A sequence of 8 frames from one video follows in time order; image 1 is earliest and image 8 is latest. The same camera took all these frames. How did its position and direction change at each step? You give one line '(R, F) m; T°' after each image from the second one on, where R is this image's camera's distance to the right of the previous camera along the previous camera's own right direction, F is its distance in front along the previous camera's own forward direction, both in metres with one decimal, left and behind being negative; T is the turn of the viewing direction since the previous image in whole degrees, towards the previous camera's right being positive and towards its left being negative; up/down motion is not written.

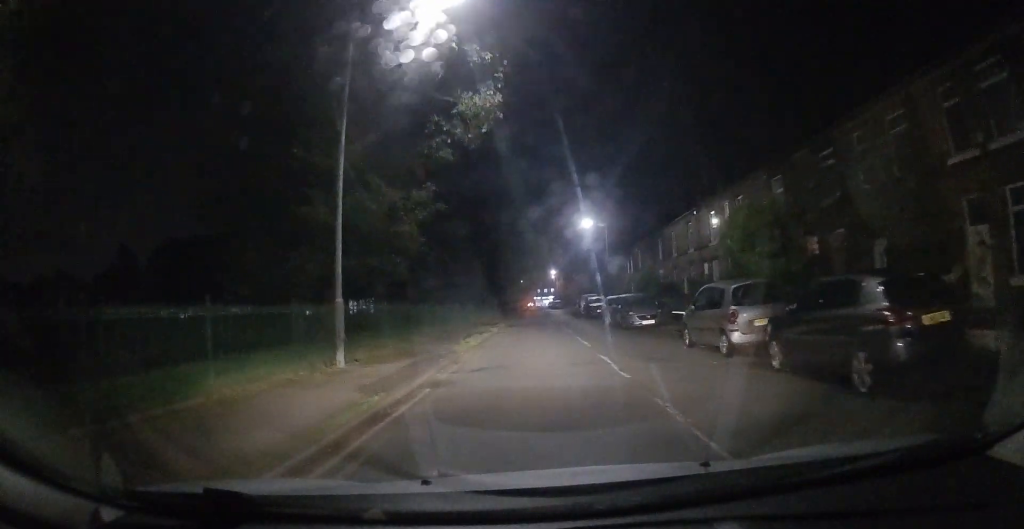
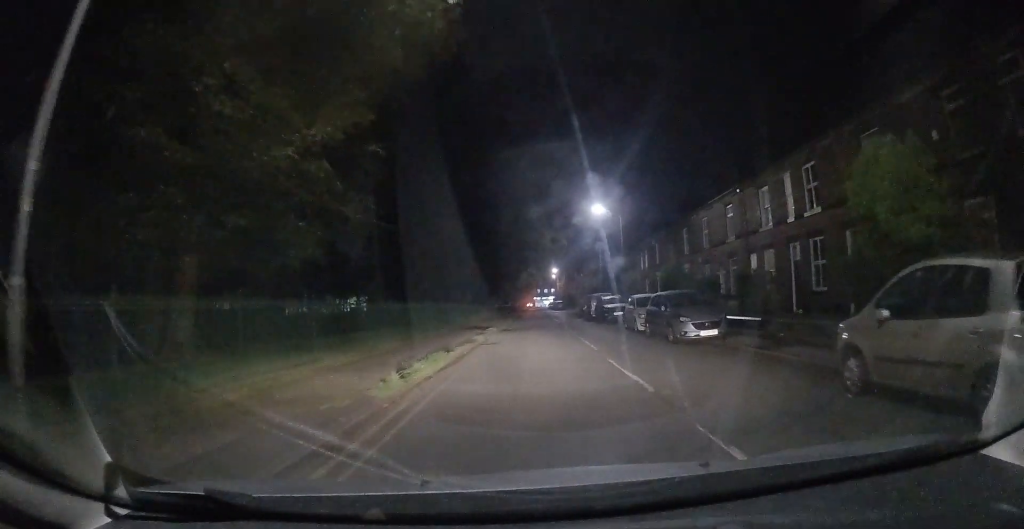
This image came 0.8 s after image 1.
(0.0, +7.3) m; -1°
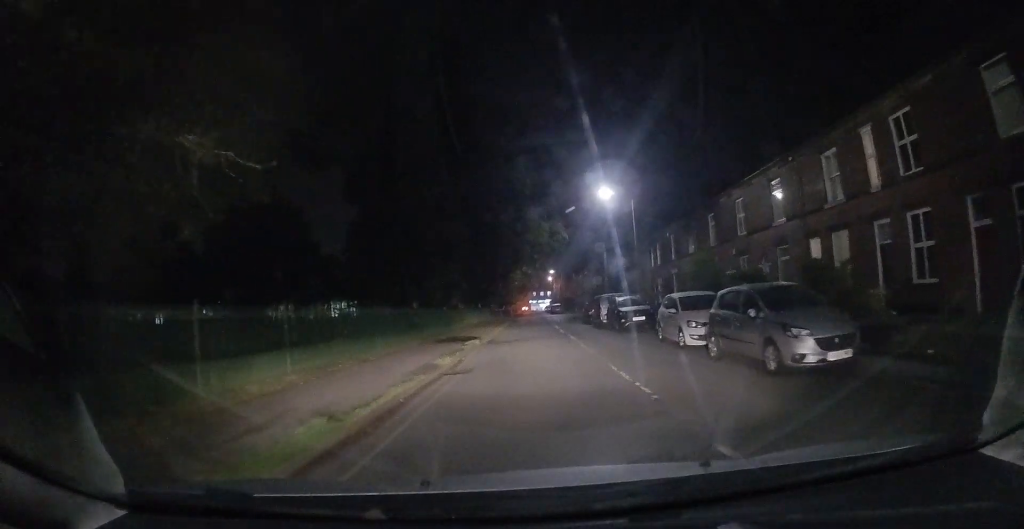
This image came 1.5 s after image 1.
(-0.2, +6.6) m; 0°
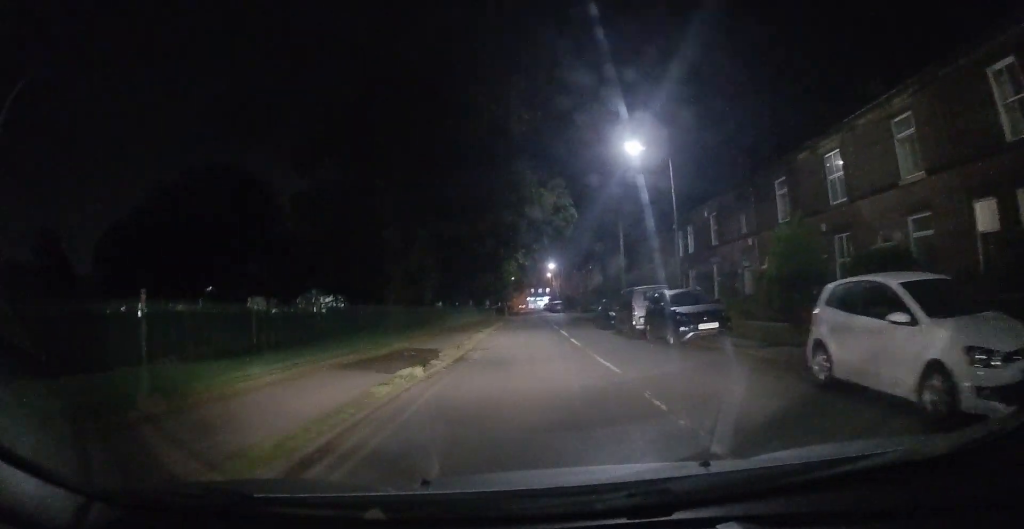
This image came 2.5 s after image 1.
(+0.1, +9.2) m; 0°
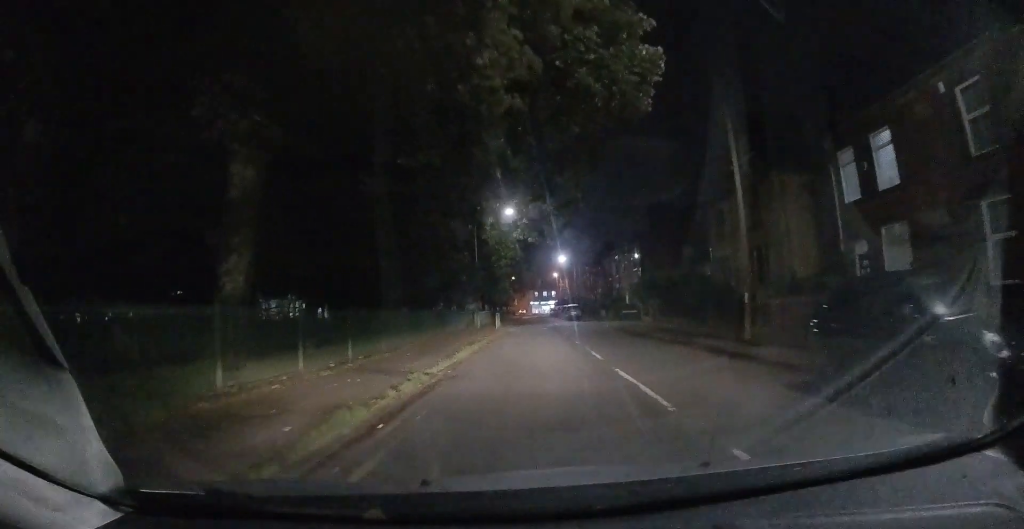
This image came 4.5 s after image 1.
(+0.1, +20.9) m; 0°
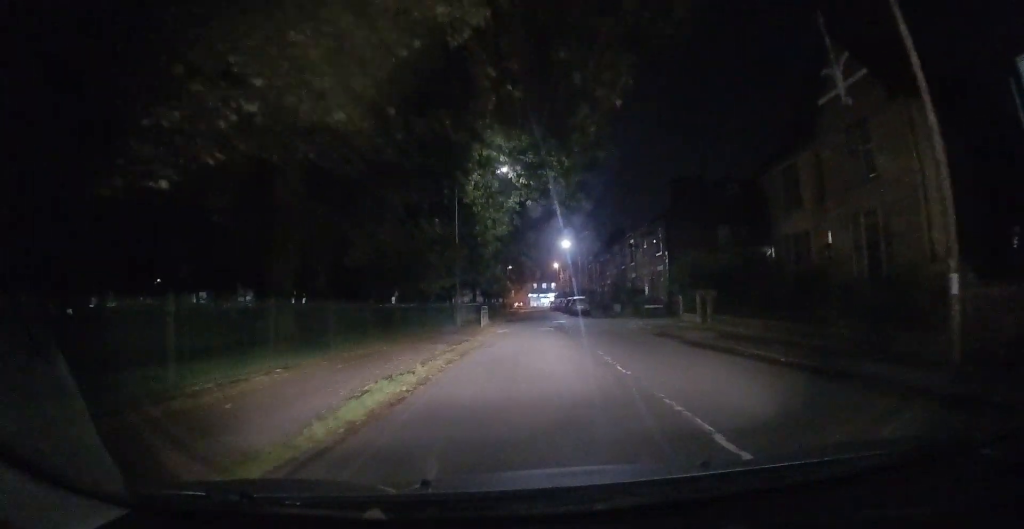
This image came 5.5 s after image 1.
(-0.2, +9.6) m; -1°
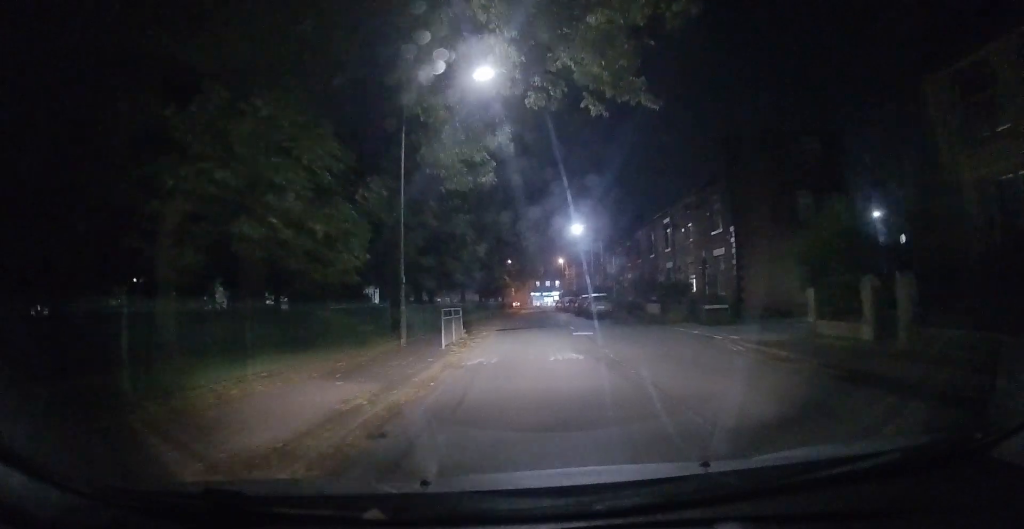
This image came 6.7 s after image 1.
(-0.1, +13.0) m; +1°
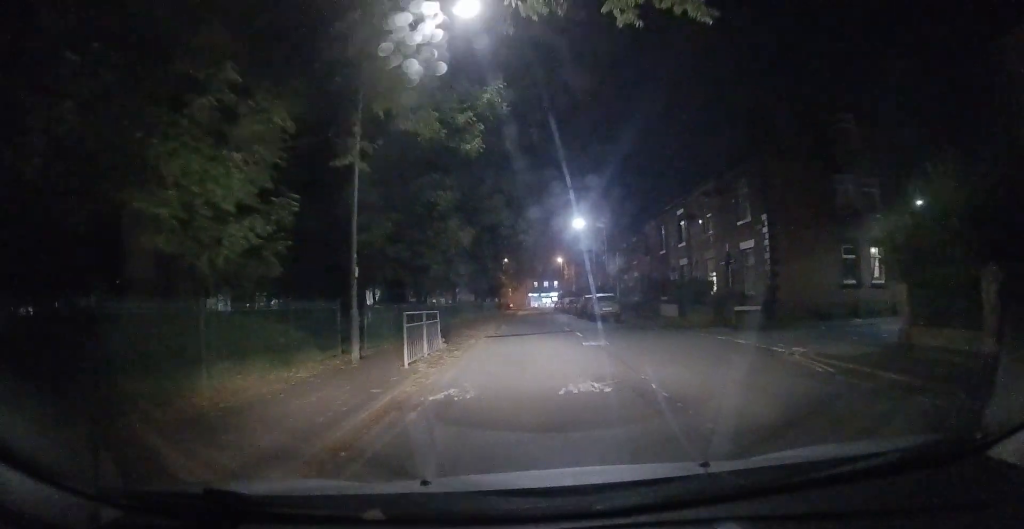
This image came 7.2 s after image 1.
(+0.1, +4.5) m; +1°
